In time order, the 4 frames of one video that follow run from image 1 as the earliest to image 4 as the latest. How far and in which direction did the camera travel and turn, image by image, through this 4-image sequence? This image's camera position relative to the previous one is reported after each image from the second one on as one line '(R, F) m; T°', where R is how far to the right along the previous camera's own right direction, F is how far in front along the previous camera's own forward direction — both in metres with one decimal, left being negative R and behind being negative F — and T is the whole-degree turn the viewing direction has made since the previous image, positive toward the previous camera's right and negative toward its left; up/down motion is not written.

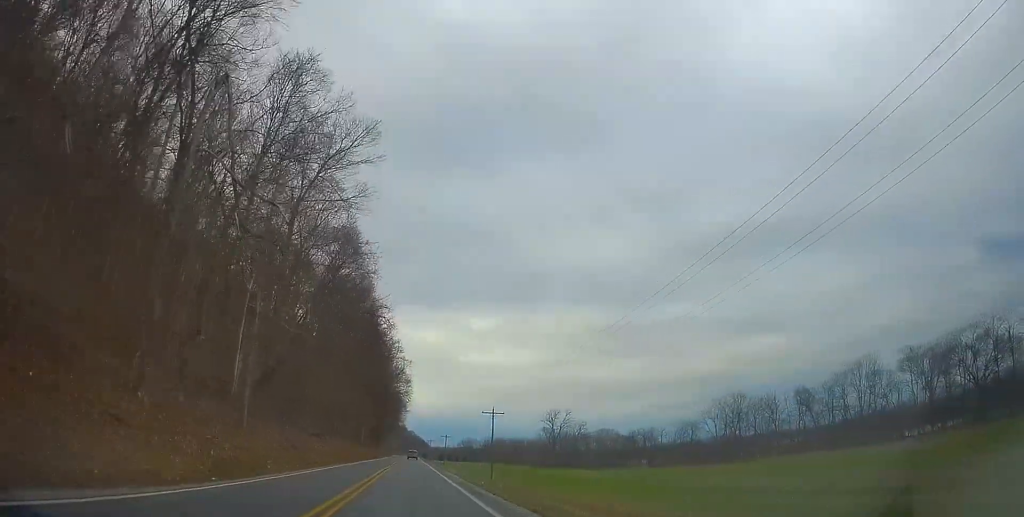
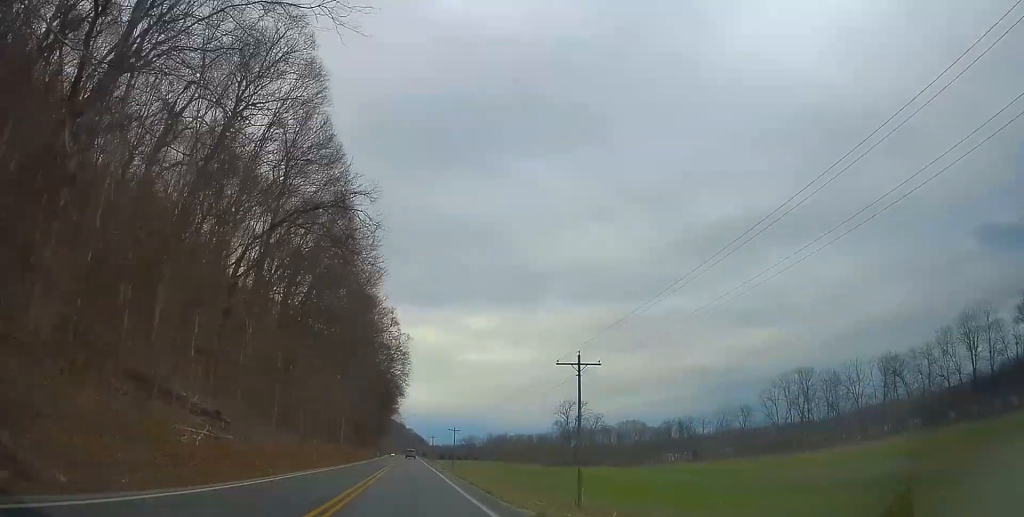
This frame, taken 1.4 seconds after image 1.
(+0.3, +34.7) m; -1°
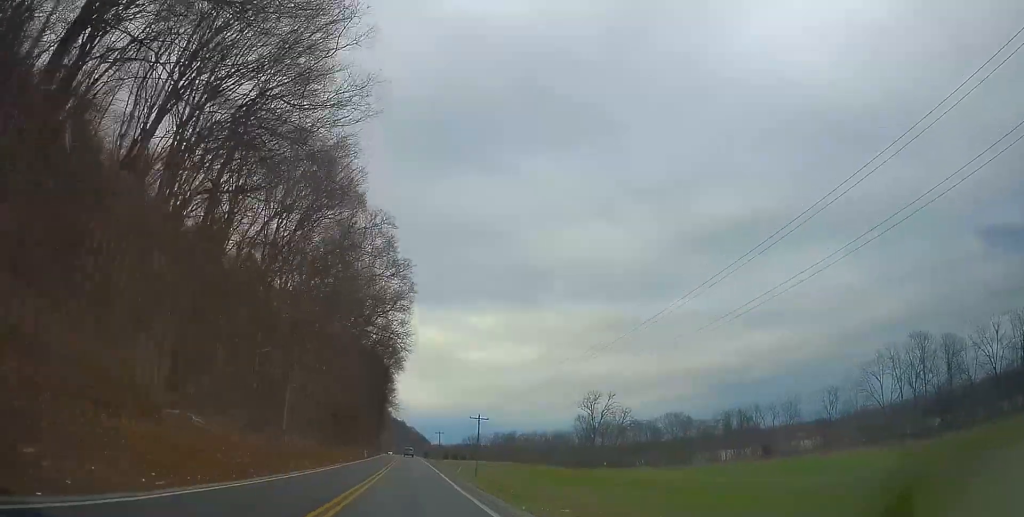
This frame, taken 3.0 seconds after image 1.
(-0.2, +40.4) m; 0°
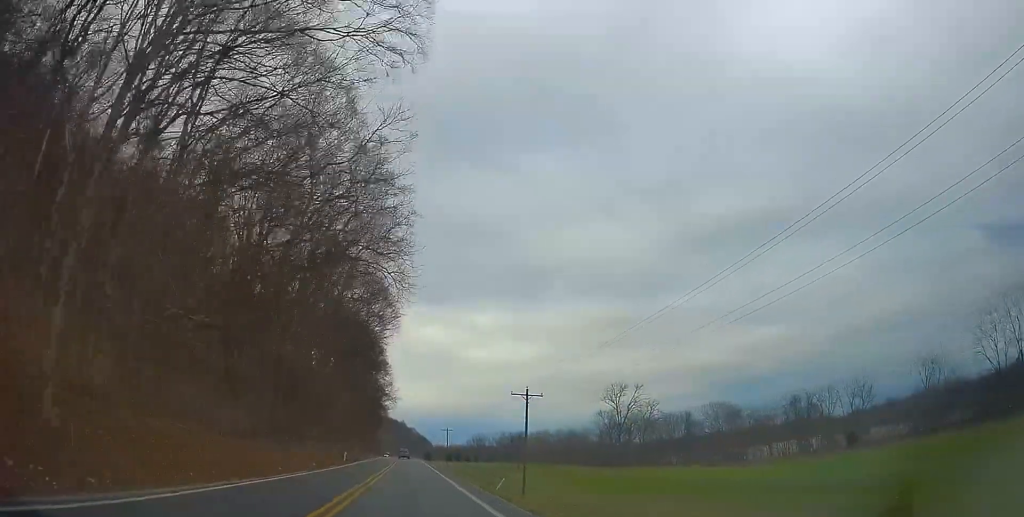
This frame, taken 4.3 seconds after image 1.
(+0.3, +31.7) m; +1°
